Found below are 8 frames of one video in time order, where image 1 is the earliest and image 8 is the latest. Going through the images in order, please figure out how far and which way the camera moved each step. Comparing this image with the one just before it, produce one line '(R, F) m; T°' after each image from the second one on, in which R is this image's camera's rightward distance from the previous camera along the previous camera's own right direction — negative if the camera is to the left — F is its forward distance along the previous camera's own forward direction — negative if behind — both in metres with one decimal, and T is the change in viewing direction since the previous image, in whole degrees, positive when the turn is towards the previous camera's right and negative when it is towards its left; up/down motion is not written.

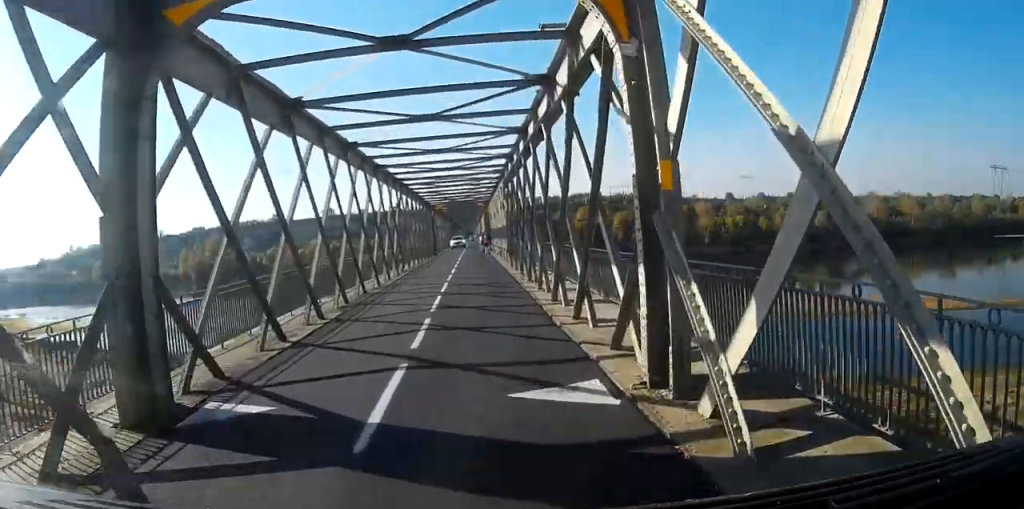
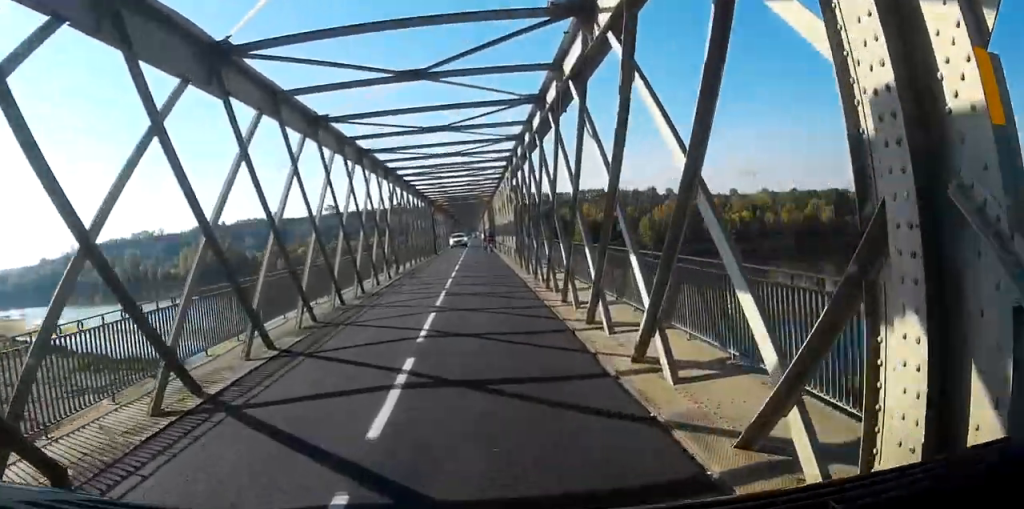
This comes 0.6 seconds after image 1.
(0.0, +4.1) m; 0°
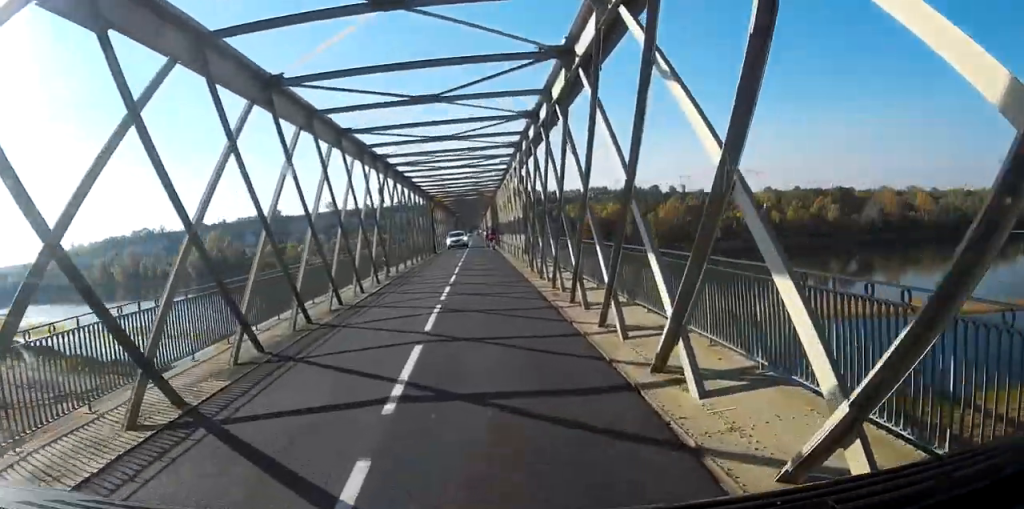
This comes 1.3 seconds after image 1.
(+0.1, +3.5) m; 0°
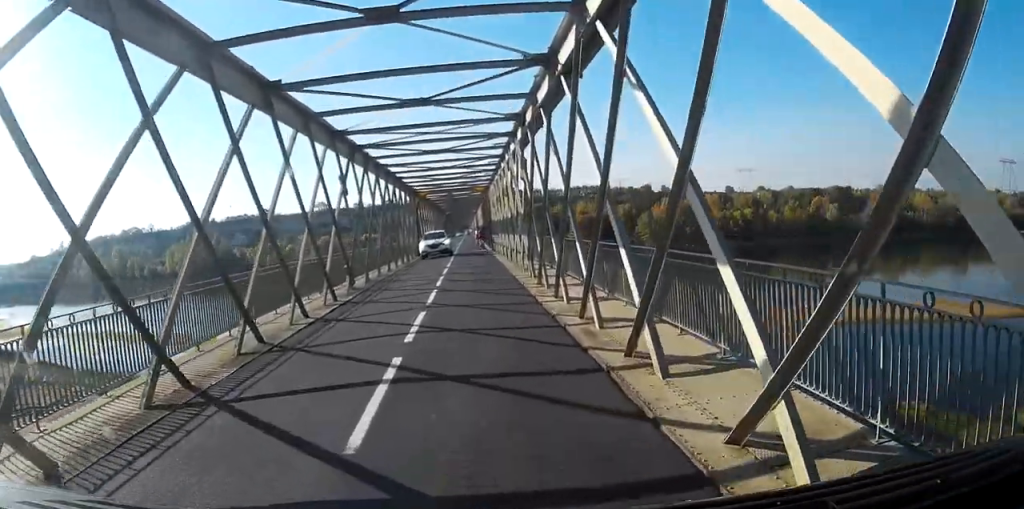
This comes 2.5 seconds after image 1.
(-0.1, +5.2) m; -3°
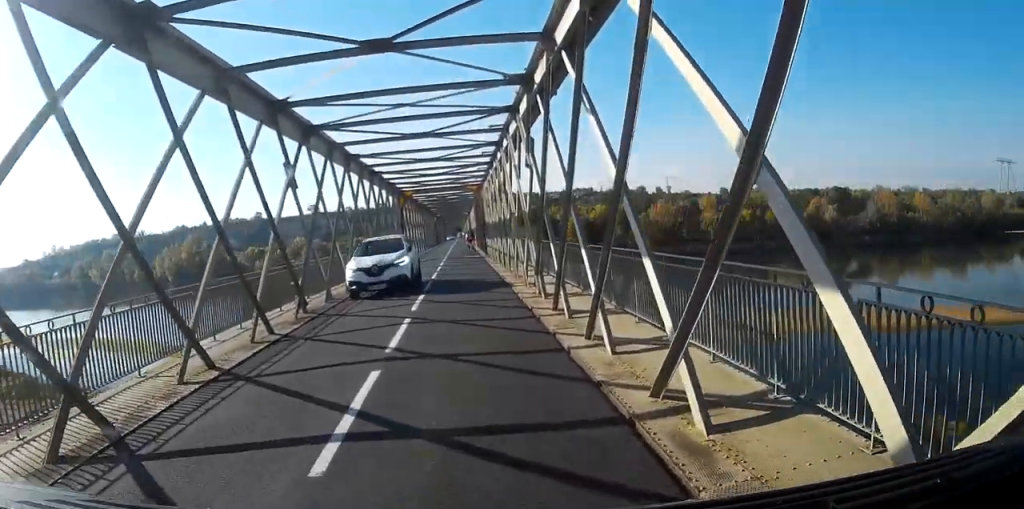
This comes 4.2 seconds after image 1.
(-0.1, +5.0) m; -2°
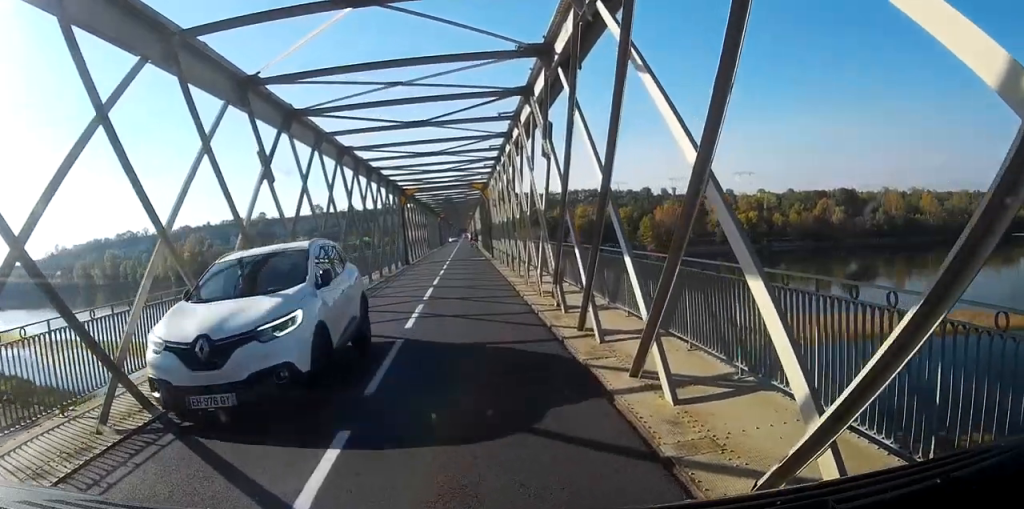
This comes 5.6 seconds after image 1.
(-0.1, +2.6) m; +1°
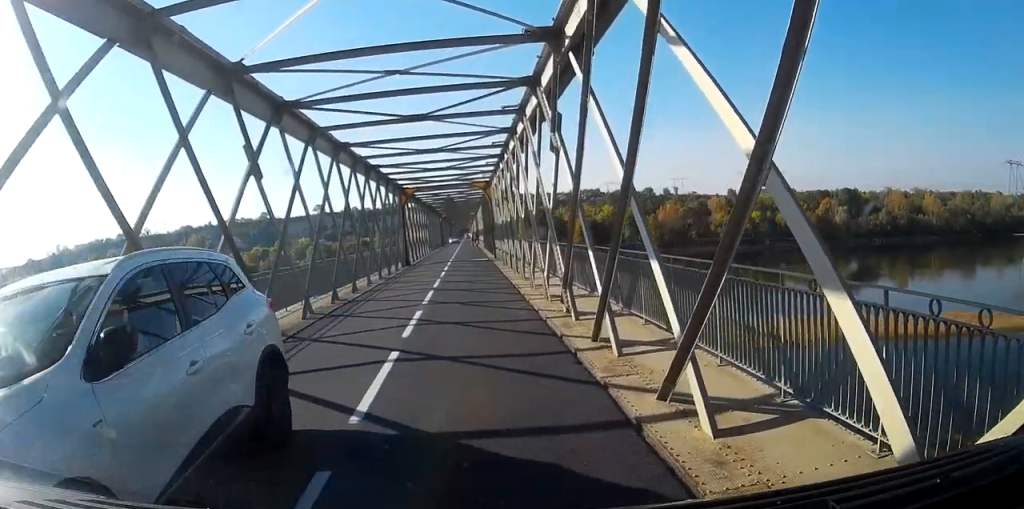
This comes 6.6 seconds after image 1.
(+0.1, +1.3) m; 0°
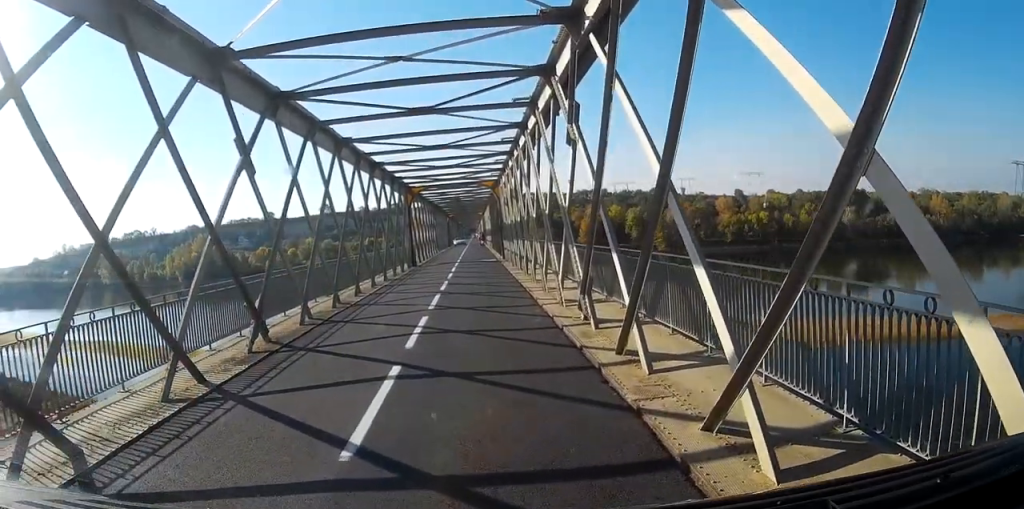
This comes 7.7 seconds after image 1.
(+0.2, +1.3) m; 0°
